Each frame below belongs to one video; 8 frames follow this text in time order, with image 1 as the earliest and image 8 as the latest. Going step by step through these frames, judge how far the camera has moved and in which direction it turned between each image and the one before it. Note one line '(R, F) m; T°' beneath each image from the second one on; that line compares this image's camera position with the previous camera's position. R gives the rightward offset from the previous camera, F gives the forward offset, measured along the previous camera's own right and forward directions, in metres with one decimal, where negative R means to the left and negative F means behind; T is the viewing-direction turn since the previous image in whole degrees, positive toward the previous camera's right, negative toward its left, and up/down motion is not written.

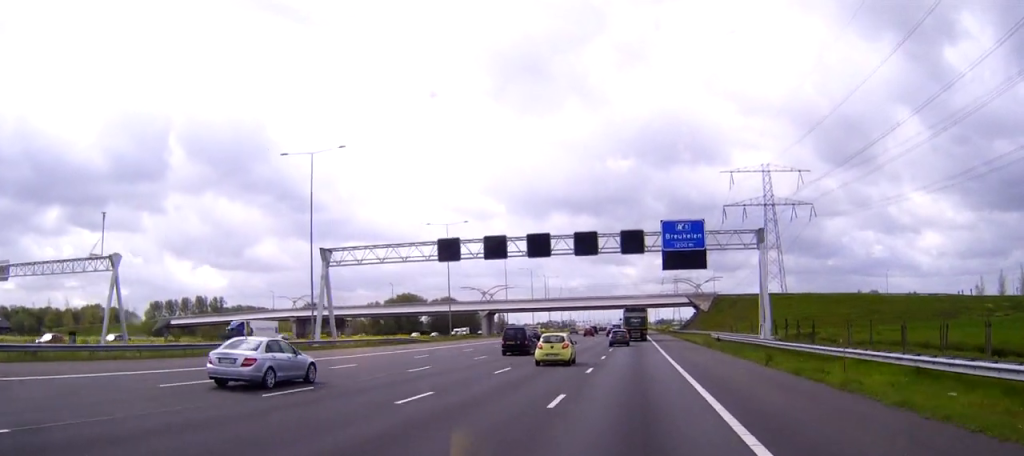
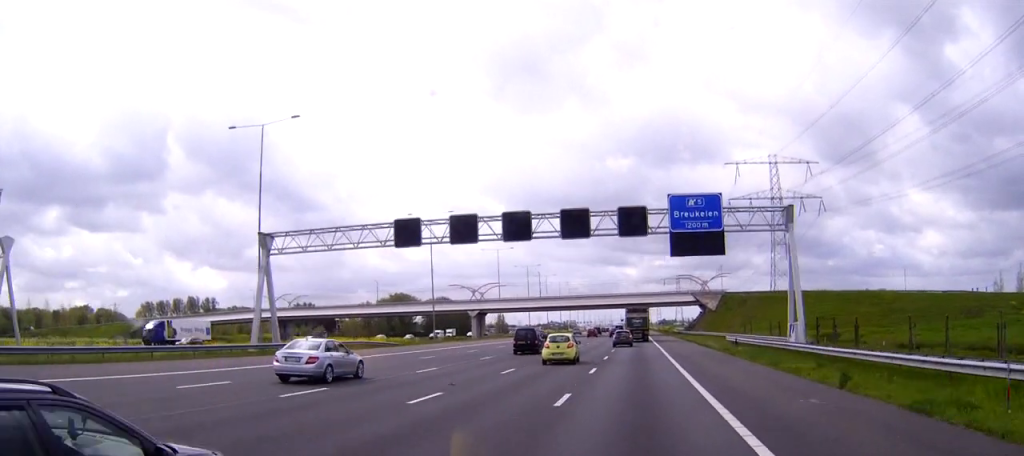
(0.0, +11.1) m; 0°
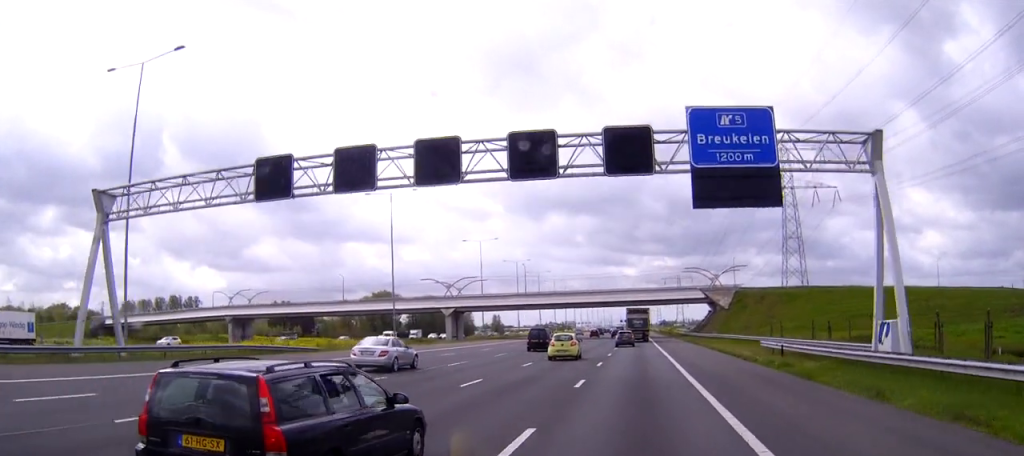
(0.0, +18.8) m; 0°
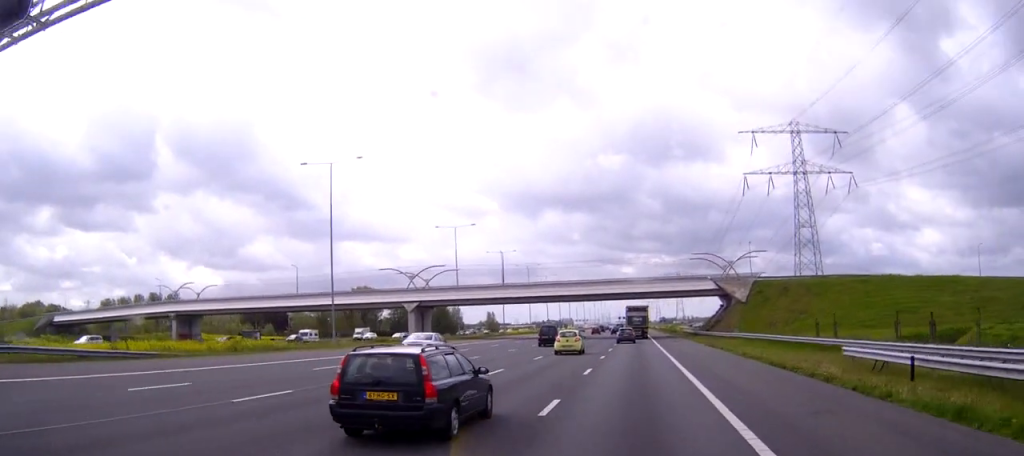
(0.0, +19.6) m; 0°
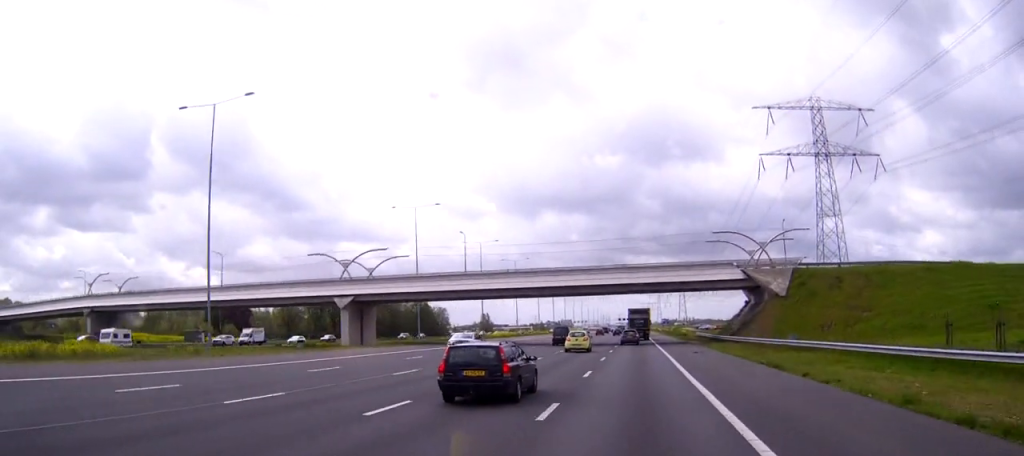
(0.0, +24.4) m; 0°
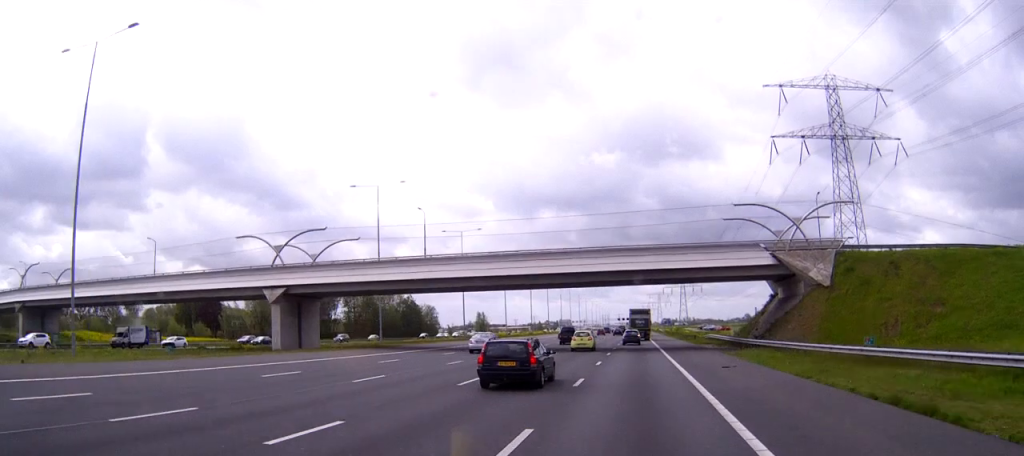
(0.0, +16.1) m; 0°
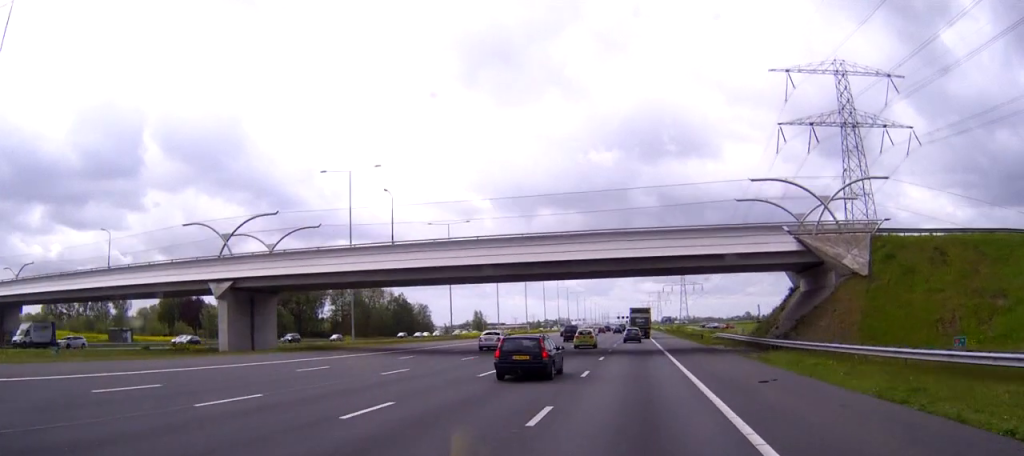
(0.0, +9.1) m; 0°
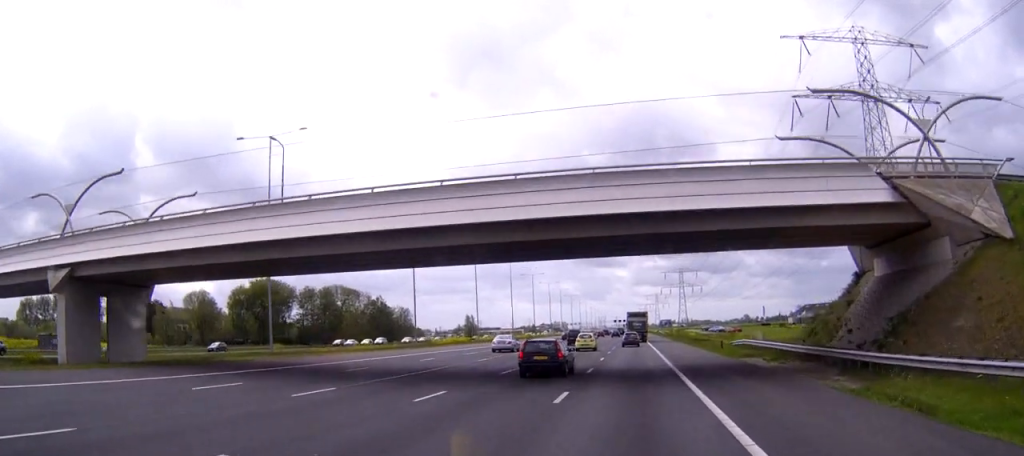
(0.0, +18.9) m; 0°
